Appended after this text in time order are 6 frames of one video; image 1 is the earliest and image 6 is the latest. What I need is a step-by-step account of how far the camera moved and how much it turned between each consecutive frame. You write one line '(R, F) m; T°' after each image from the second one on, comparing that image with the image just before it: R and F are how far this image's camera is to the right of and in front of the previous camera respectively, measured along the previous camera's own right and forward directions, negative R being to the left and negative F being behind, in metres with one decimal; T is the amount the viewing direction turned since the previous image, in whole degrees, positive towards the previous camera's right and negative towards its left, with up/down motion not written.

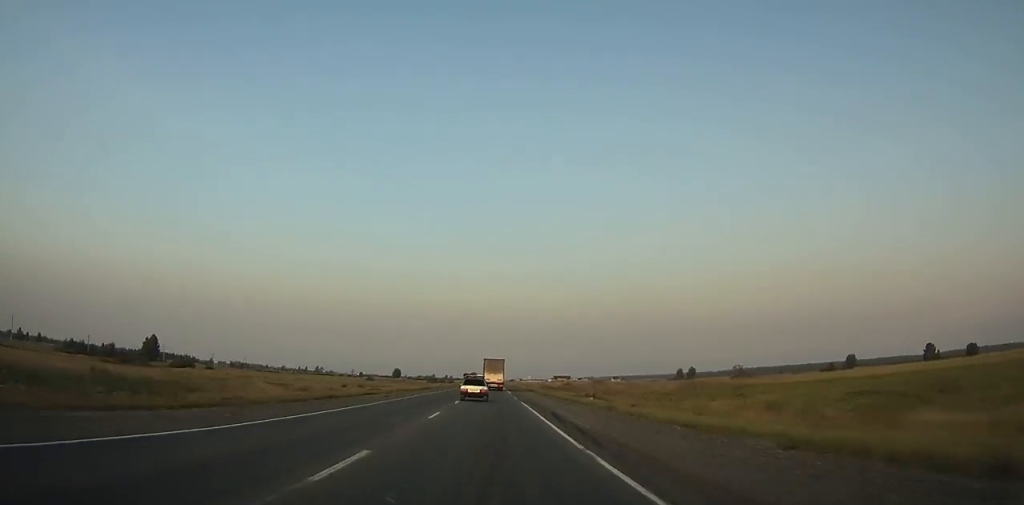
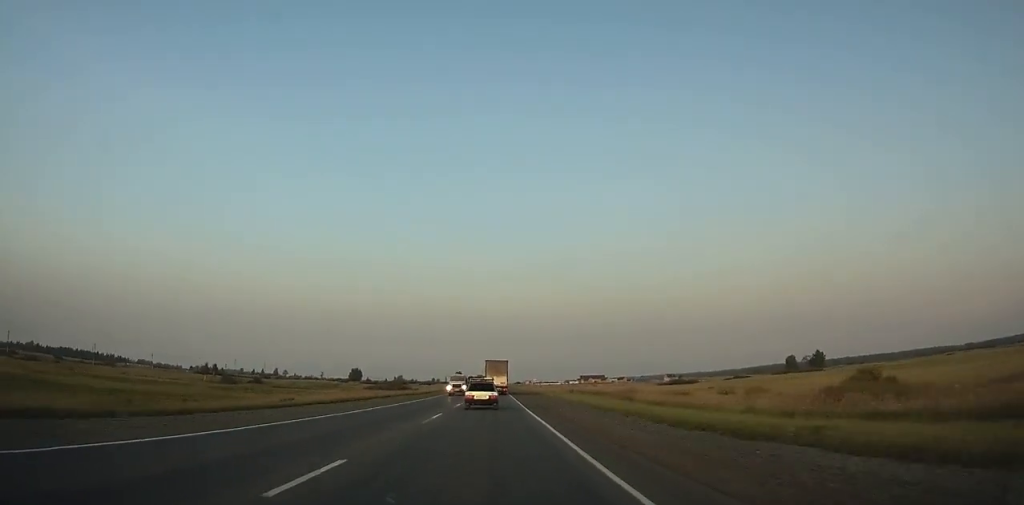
(-0.1, +205.5) m; 0°
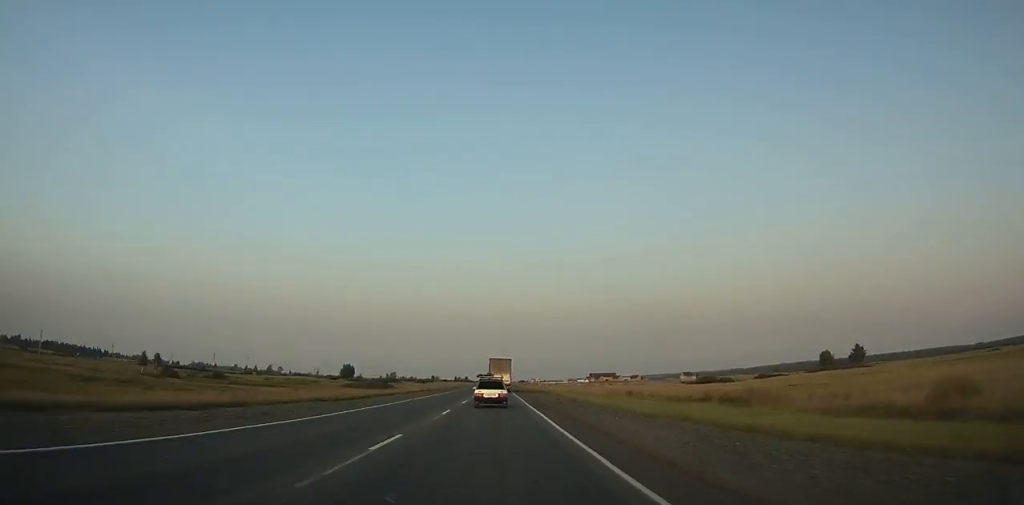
(0.0, +35.5) m; 0°
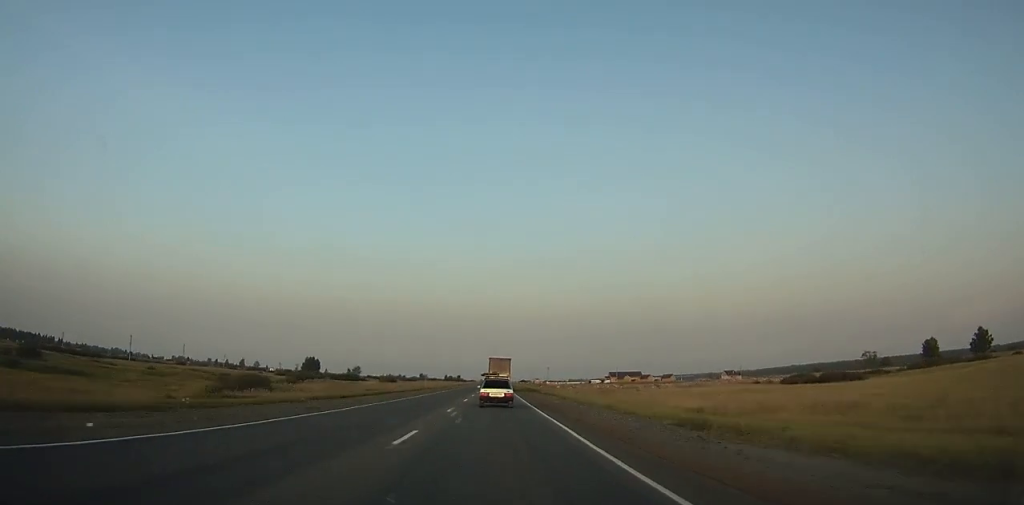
(0.0, +83.5) m; 0°
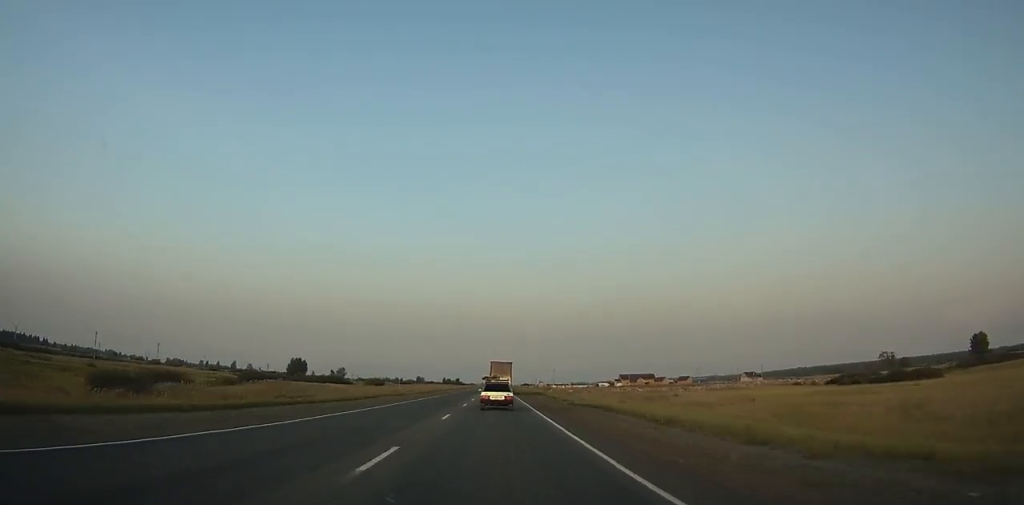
(0.0, +26.7) m; 0°
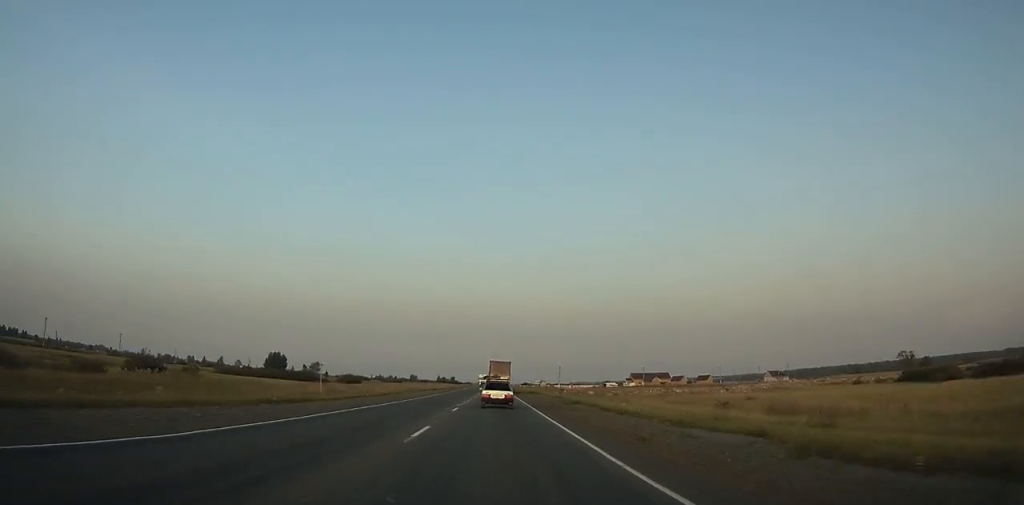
(0.0, +30.5) m; 0°
